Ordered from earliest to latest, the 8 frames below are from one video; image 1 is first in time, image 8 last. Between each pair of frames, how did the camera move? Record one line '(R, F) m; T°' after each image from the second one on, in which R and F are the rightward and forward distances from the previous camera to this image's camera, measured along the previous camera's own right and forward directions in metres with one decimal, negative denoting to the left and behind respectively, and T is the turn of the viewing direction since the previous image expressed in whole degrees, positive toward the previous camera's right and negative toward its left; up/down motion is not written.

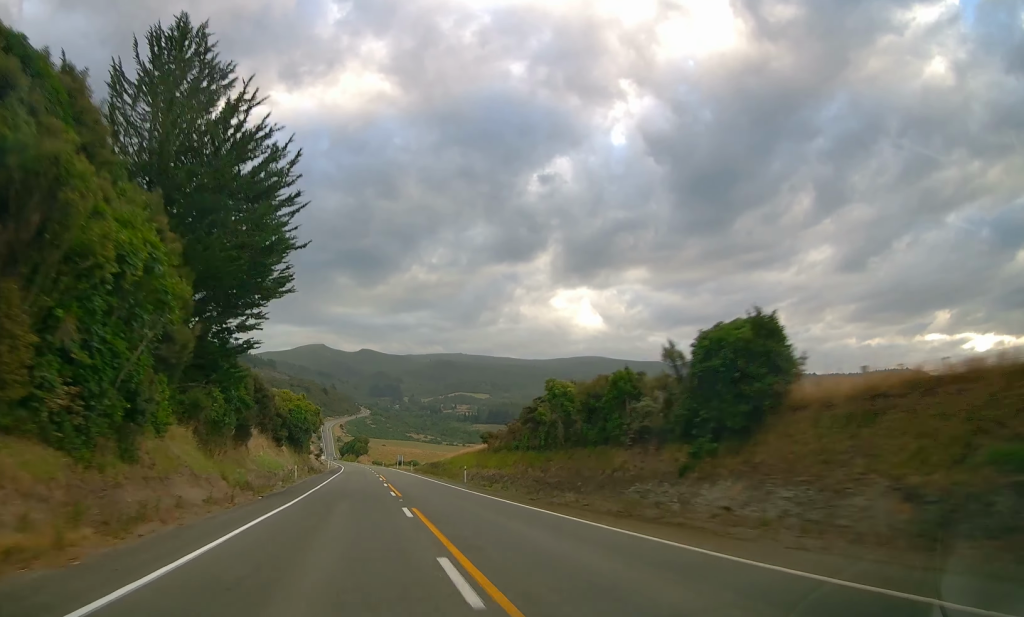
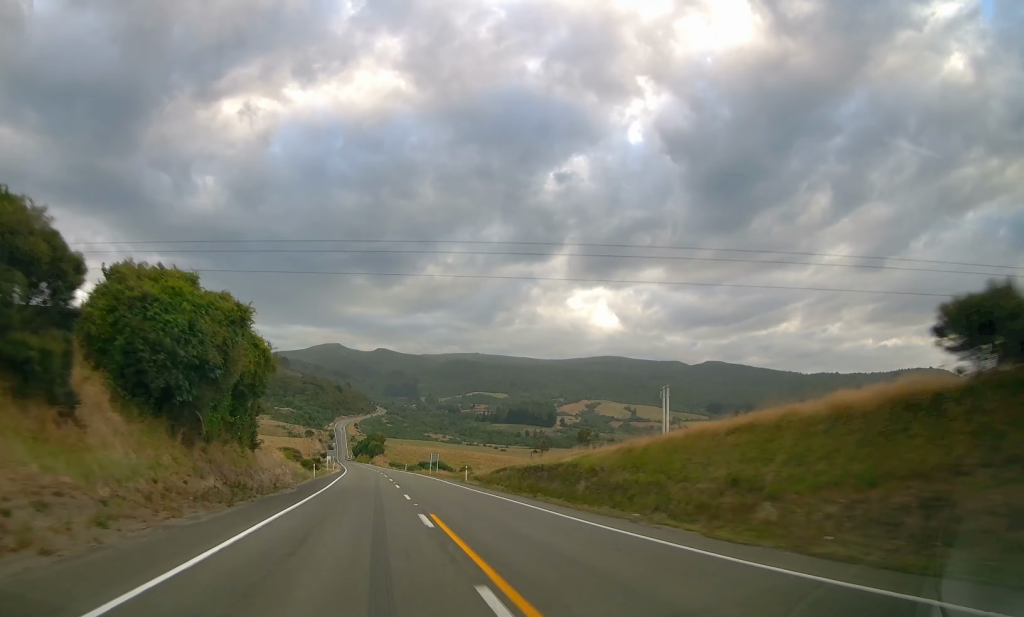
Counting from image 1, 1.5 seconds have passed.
(+0.2, +41.6) m; 0°
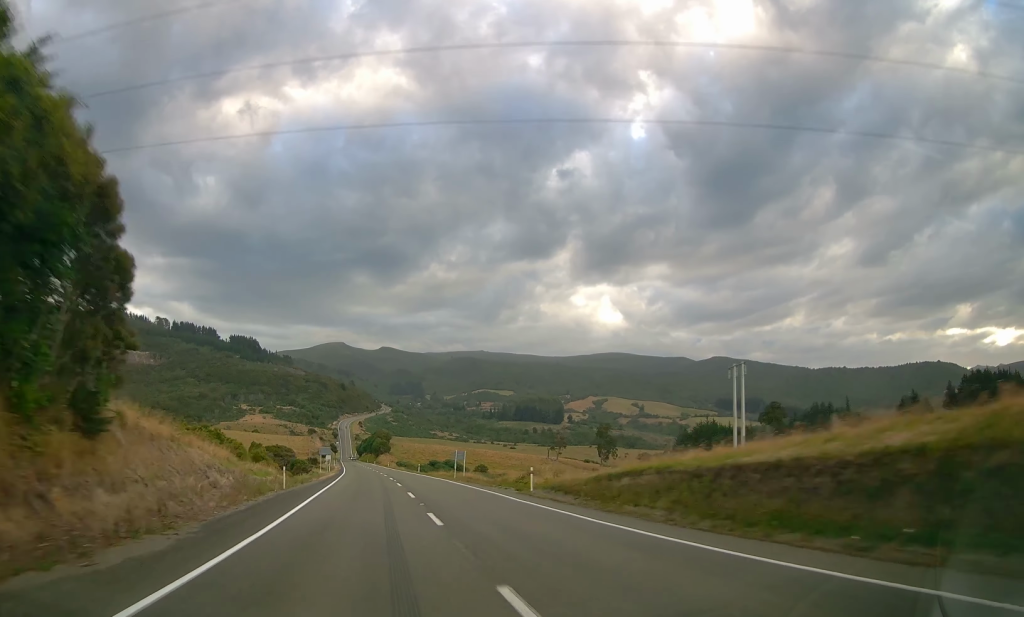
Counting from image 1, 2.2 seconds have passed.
(-0.2, +19.5) m; -1°
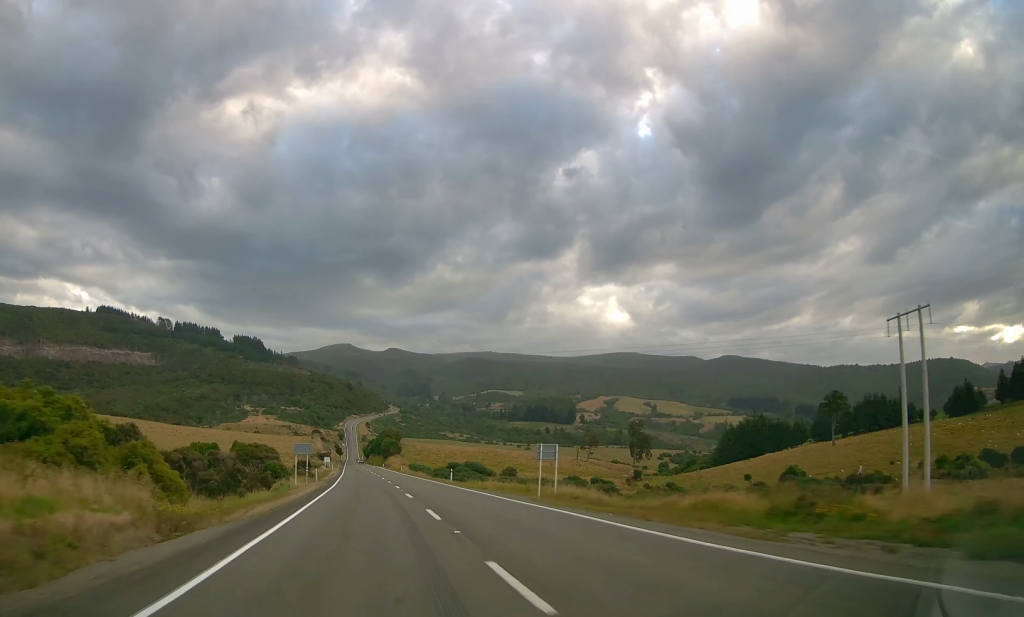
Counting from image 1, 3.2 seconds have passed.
(-0.2, +28.1) m; -1°
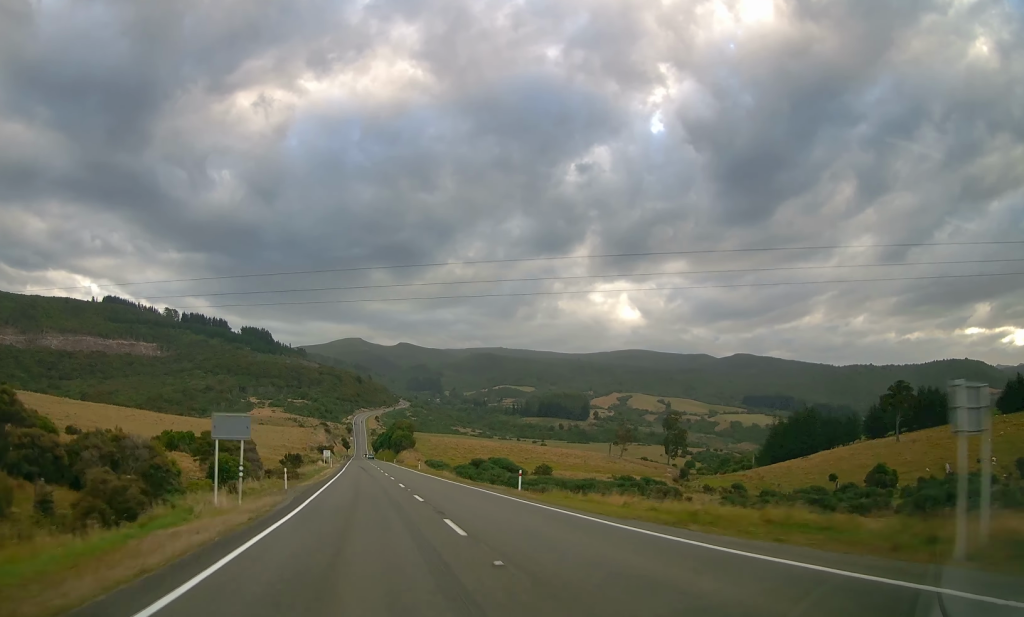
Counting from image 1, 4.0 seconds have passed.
(-0.2, +23.7) m; -1°
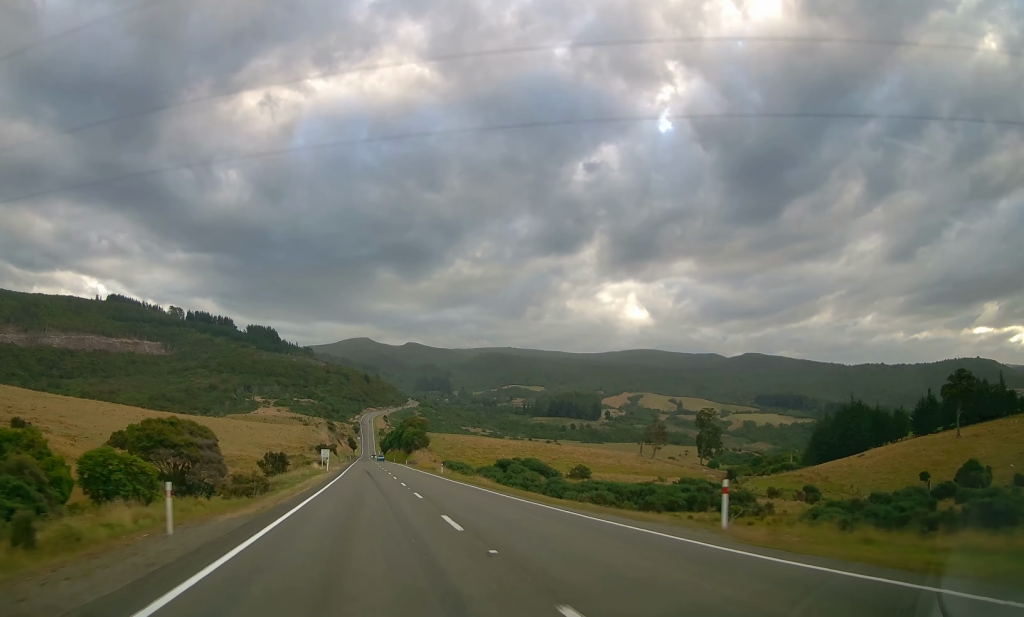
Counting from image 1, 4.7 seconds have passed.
(-0.1, +19.1) m; -1°
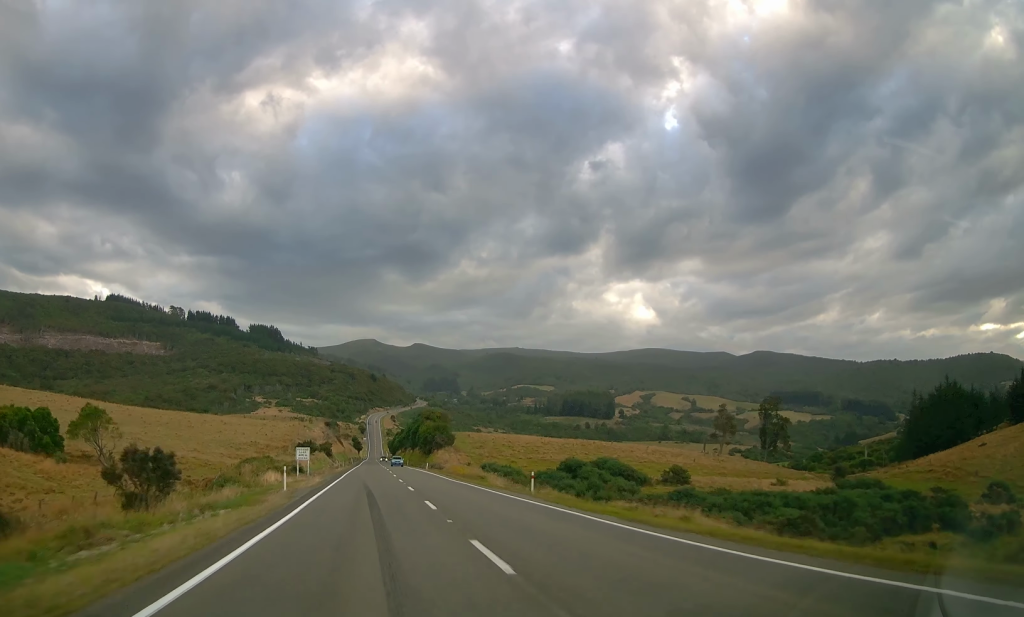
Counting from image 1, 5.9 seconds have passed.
(-0.3, +34.4) m; -1°
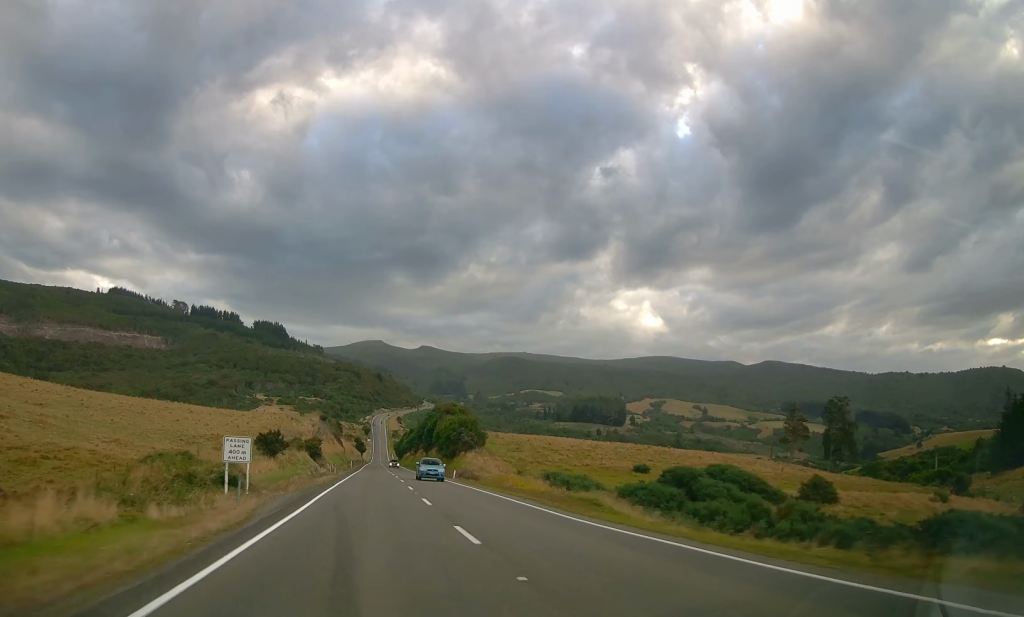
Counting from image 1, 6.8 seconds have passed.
(-0.4, +26.6) m; -1°
